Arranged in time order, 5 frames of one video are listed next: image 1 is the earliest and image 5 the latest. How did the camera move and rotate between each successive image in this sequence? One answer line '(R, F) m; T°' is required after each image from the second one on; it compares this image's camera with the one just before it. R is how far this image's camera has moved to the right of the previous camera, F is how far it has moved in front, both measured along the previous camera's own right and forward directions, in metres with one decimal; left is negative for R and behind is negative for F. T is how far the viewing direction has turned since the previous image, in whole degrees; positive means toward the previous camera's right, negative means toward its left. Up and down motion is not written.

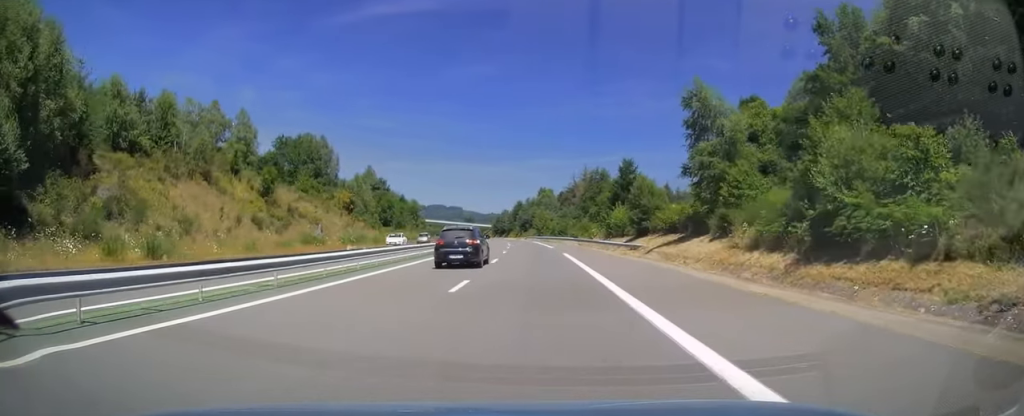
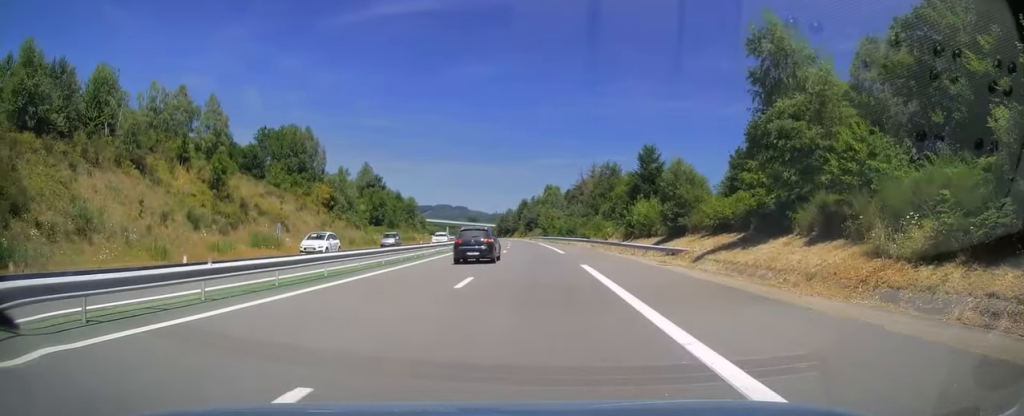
(0.0, +11.9) m; 0°
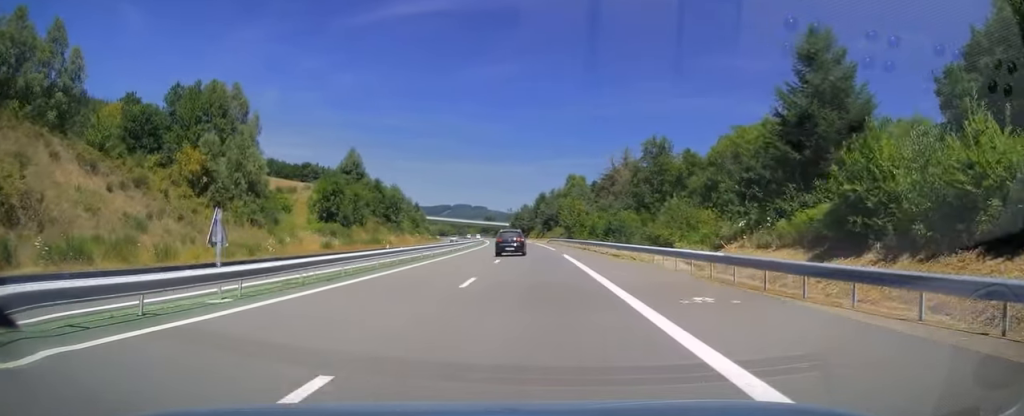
(-0.4, +38.7) m; -2°
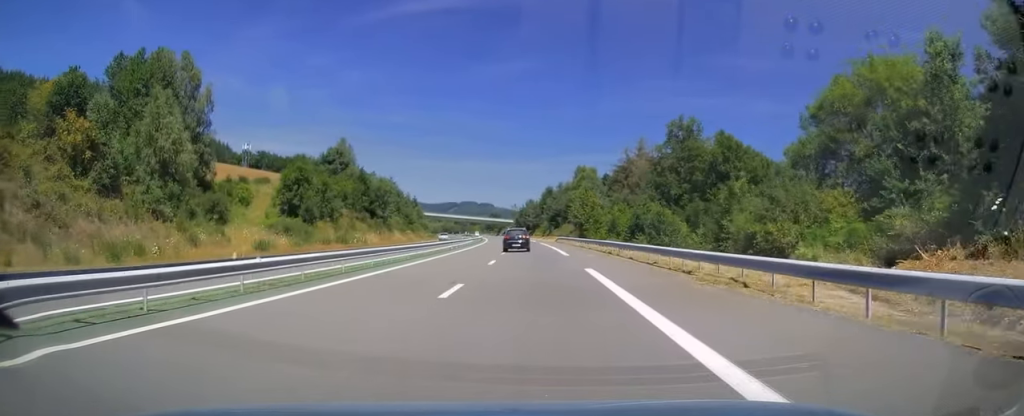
(-0.1, +15.9) m; -1°
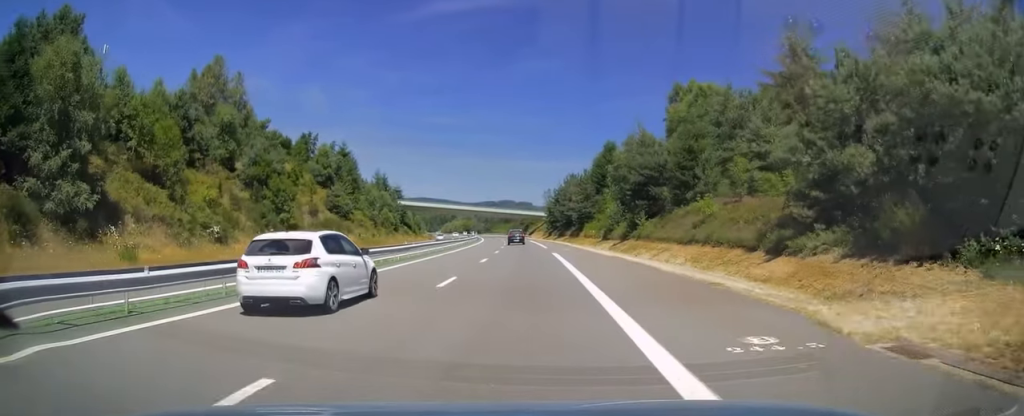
(-2.9, +88.8) m; -3°
